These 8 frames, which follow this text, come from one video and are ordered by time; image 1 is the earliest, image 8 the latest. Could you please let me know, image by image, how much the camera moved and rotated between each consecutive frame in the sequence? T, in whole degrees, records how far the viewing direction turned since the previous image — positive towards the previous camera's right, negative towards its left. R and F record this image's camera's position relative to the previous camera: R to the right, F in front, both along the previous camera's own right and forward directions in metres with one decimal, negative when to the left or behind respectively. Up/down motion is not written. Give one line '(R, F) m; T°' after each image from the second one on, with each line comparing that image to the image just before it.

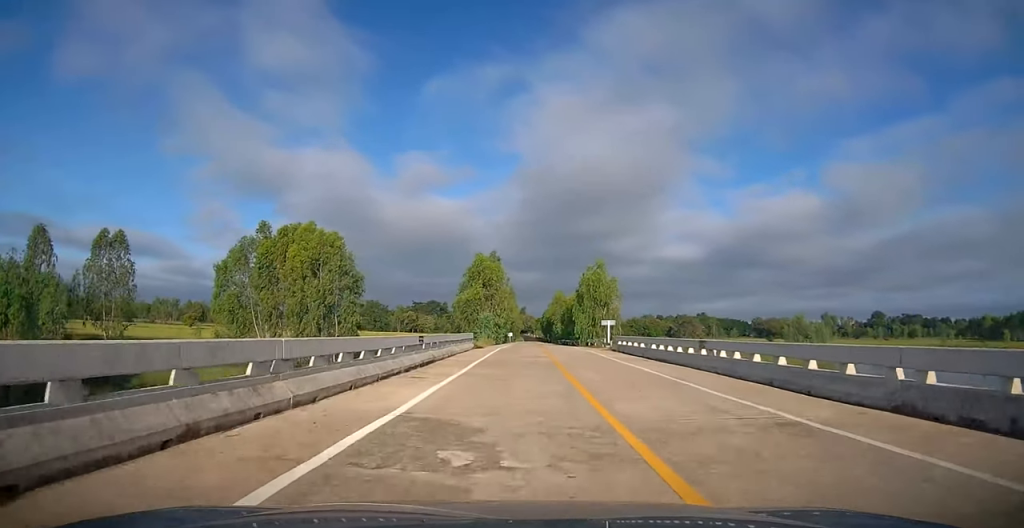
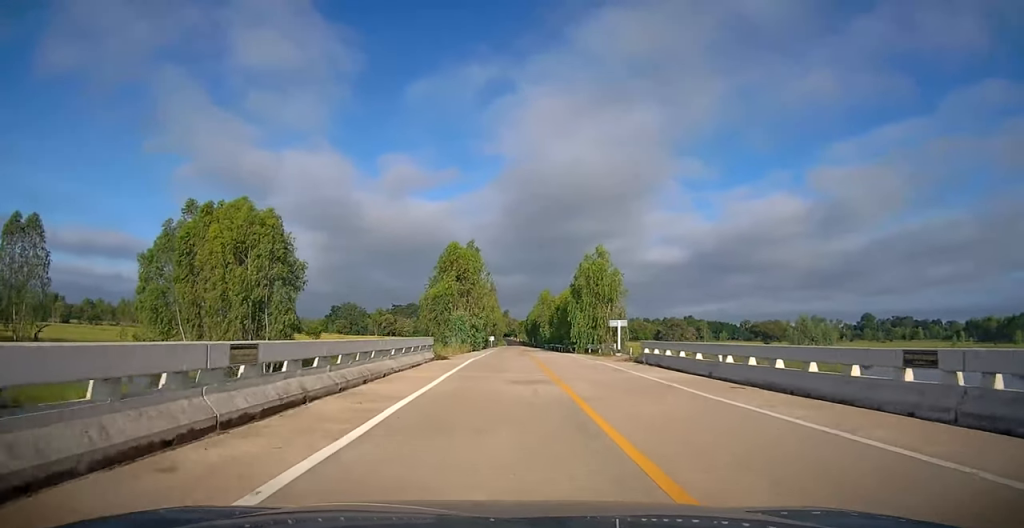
(+0.5, +11.8) m; +3°
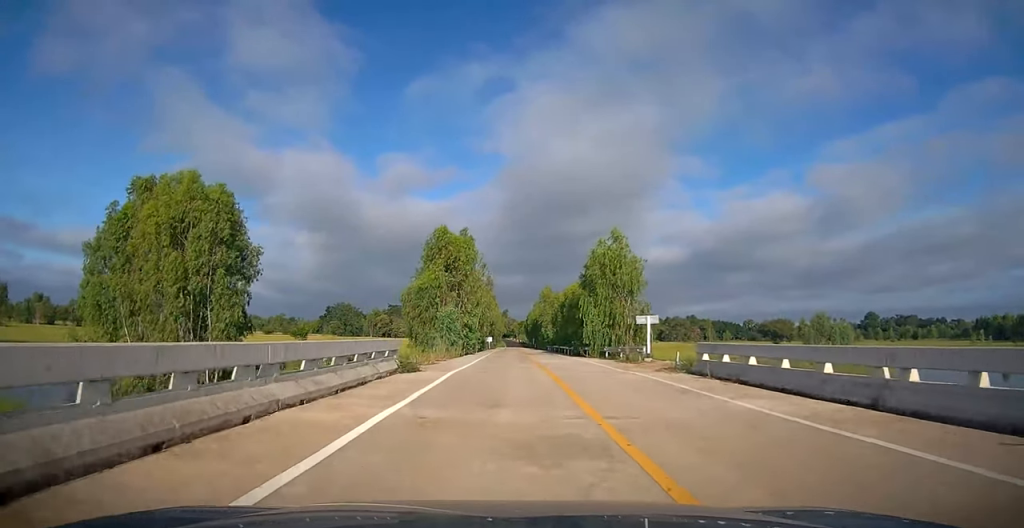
(+0.1, +8.1) m; 0°
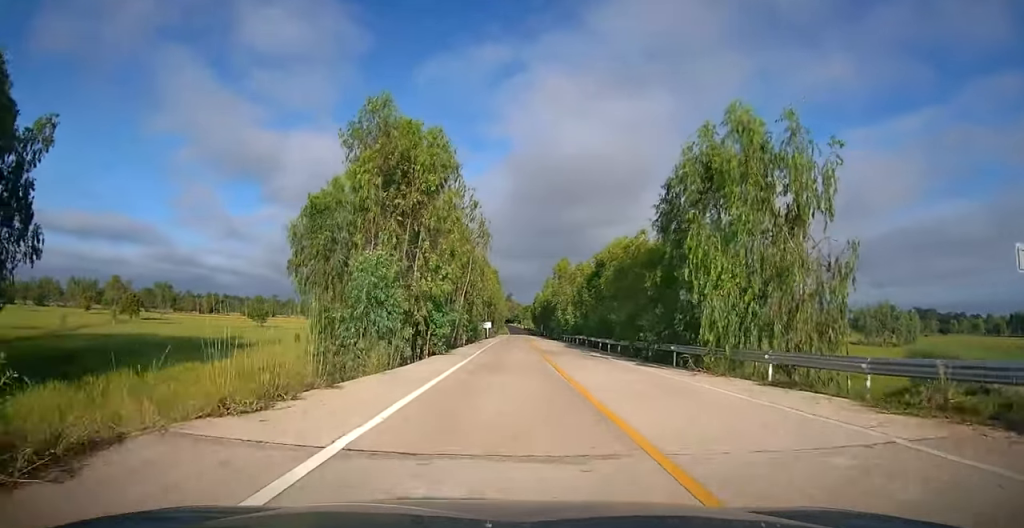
(+0.2, +23.4) m; +1°
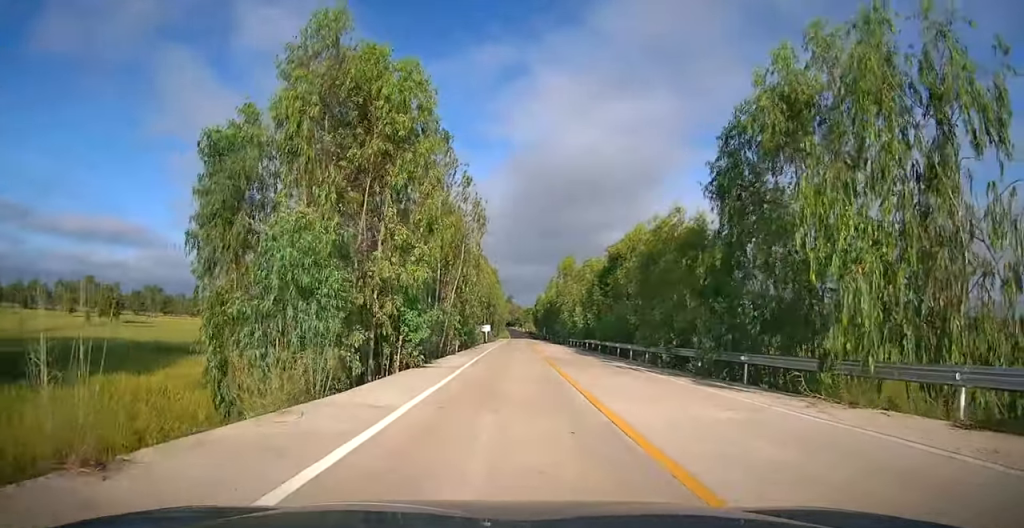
(-0.1, +6.8) m; -1°
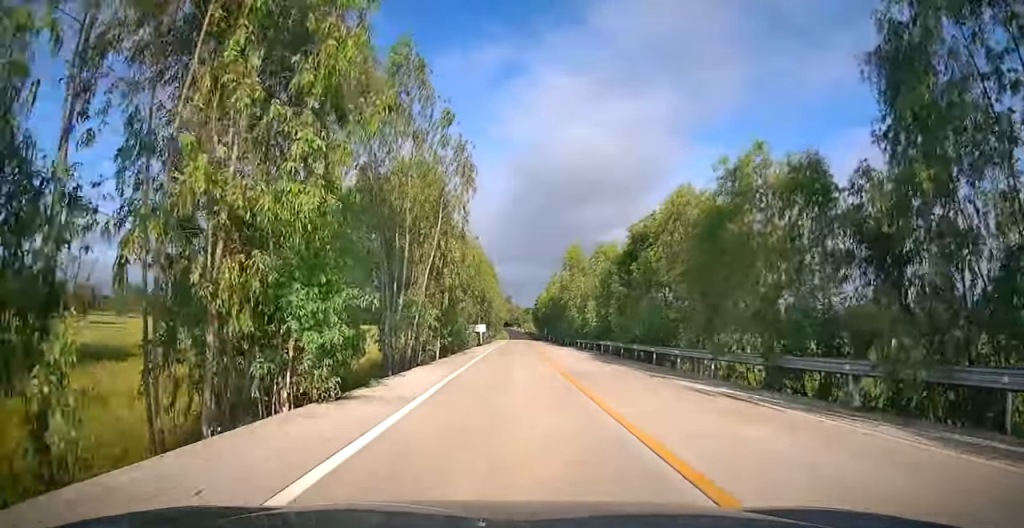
(-0.1, +9.2) m; -1°
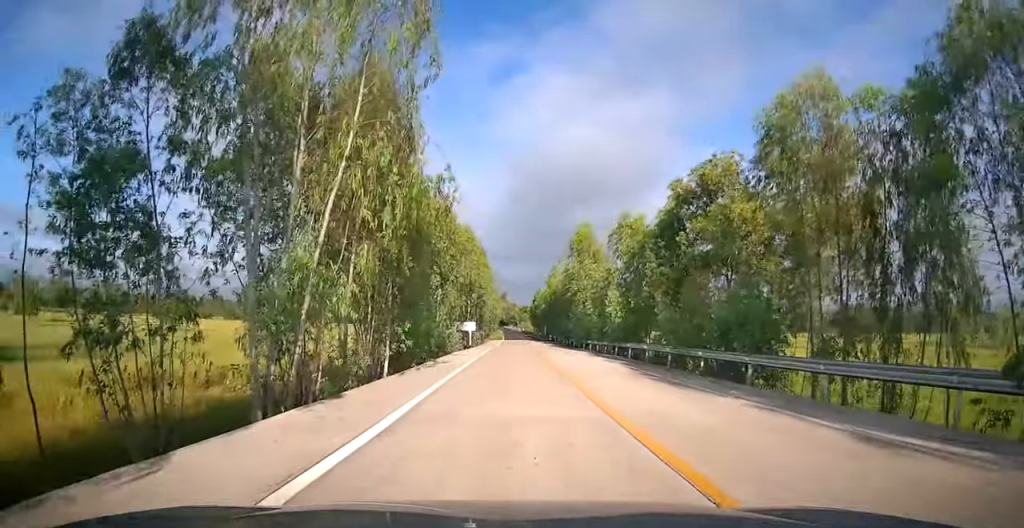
(-0.1, +11.0) m; 0°
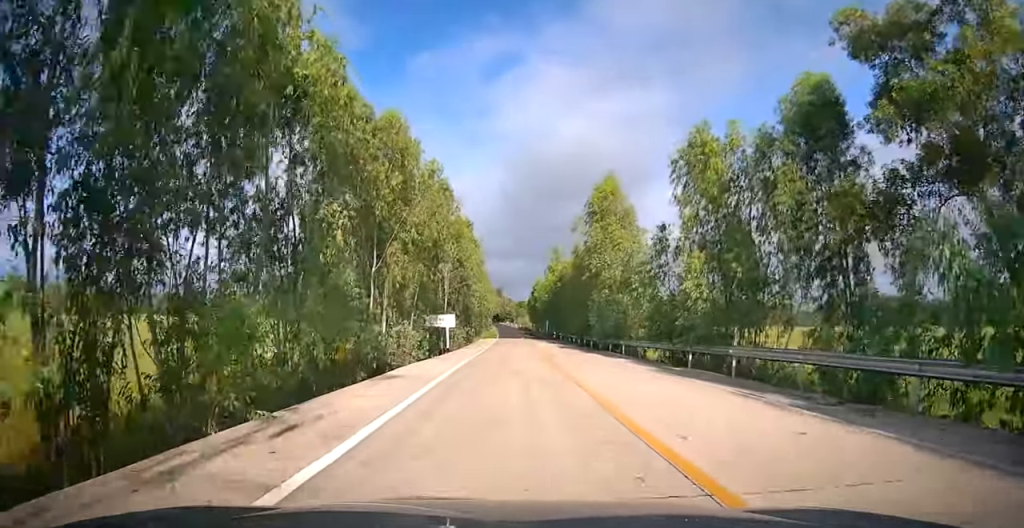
(+0.1, +15.1) m; +1°
